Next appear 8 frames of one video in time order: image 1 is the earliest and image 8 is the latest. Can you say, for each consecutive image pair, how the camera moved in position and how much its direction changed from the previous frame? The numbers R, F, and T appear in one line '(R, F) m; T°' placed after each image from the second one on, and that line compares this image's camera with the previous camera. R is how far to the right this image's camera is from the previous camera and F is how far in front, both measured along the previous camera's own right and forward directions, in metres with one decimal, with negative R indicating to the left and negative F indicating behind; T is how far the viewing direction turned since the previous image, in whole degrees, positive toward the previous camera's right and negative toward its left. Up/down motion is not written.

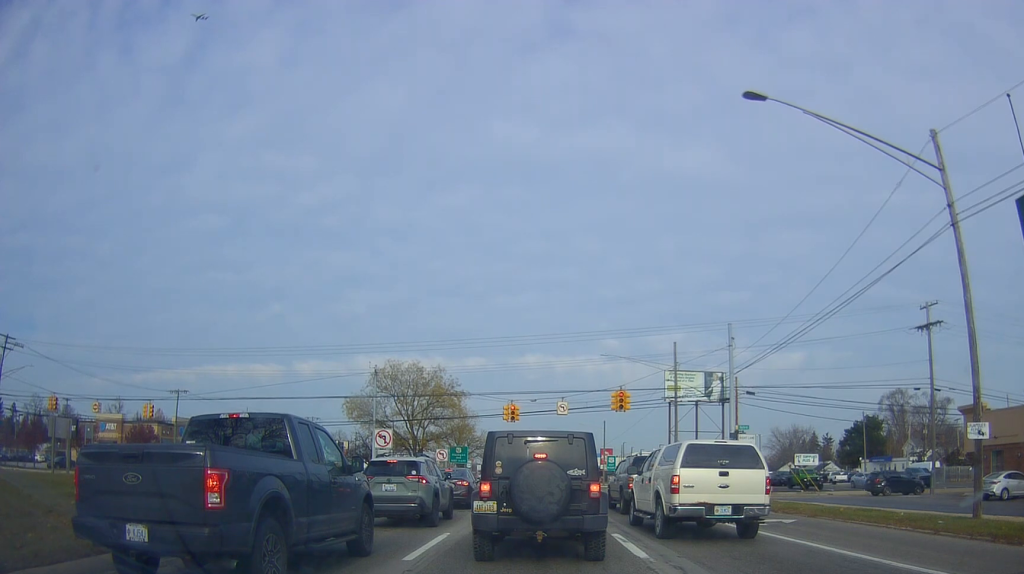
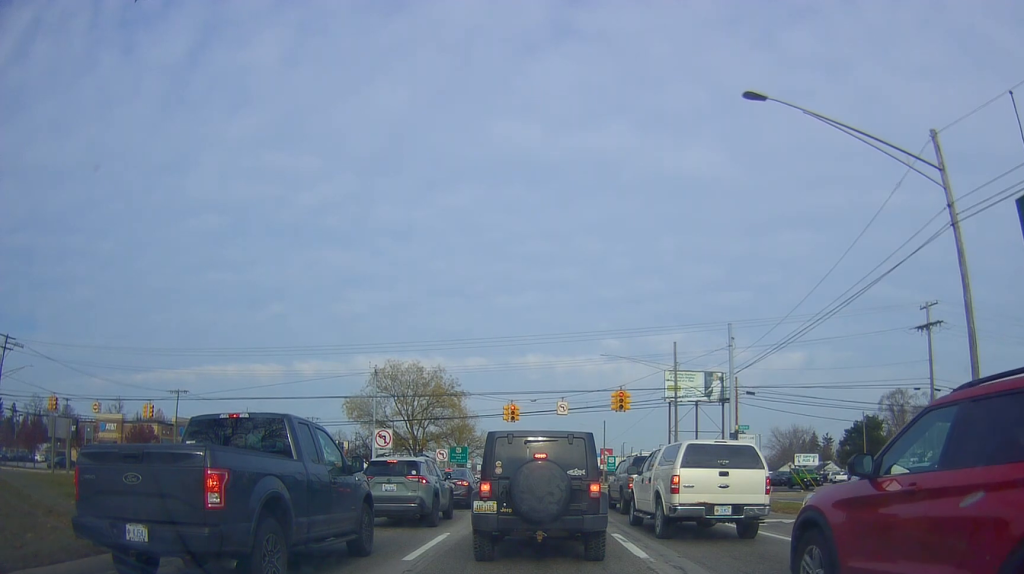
(0.0, 0.0) m; 0°
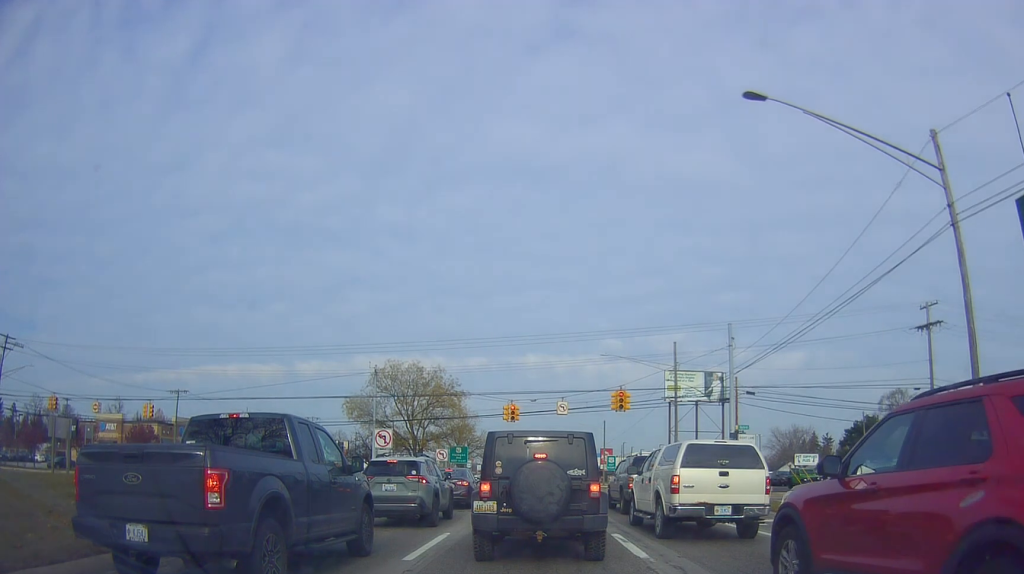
(0.0, 0.0) m; 0°
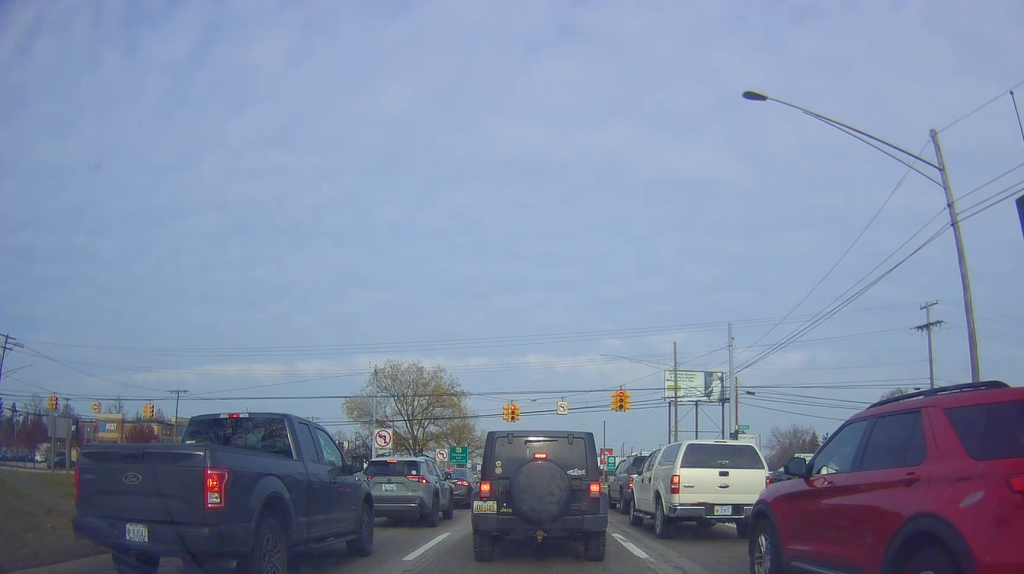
(0.0, 0.0) m; 0°
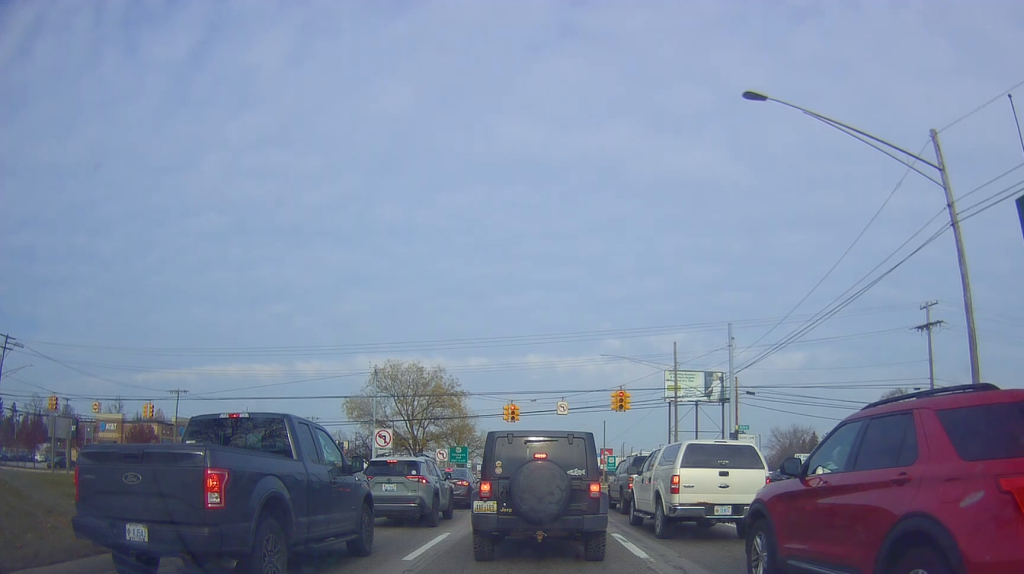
(0.0, 0.0) m; 0°
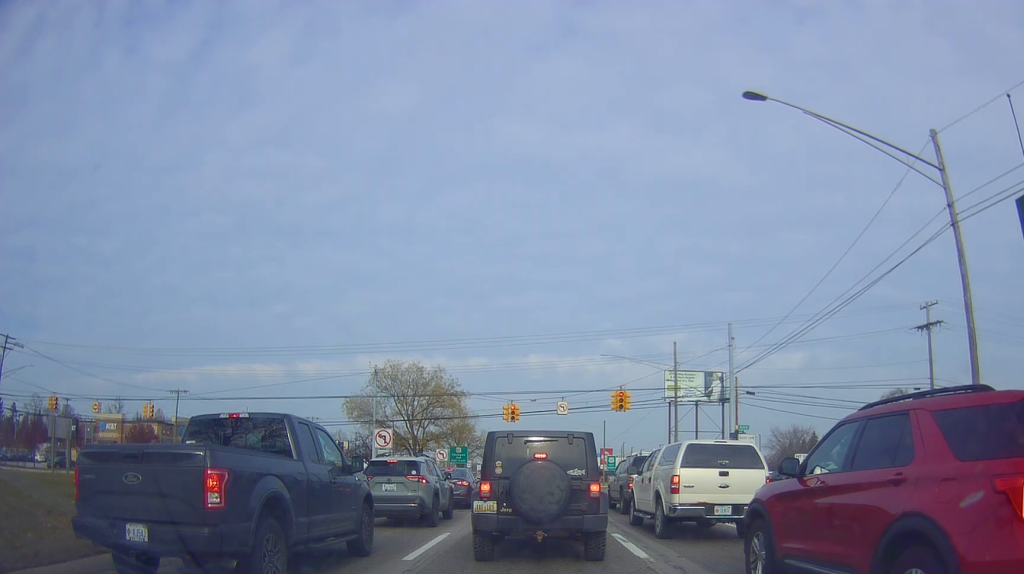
(0.0, 0.0) m; 0°
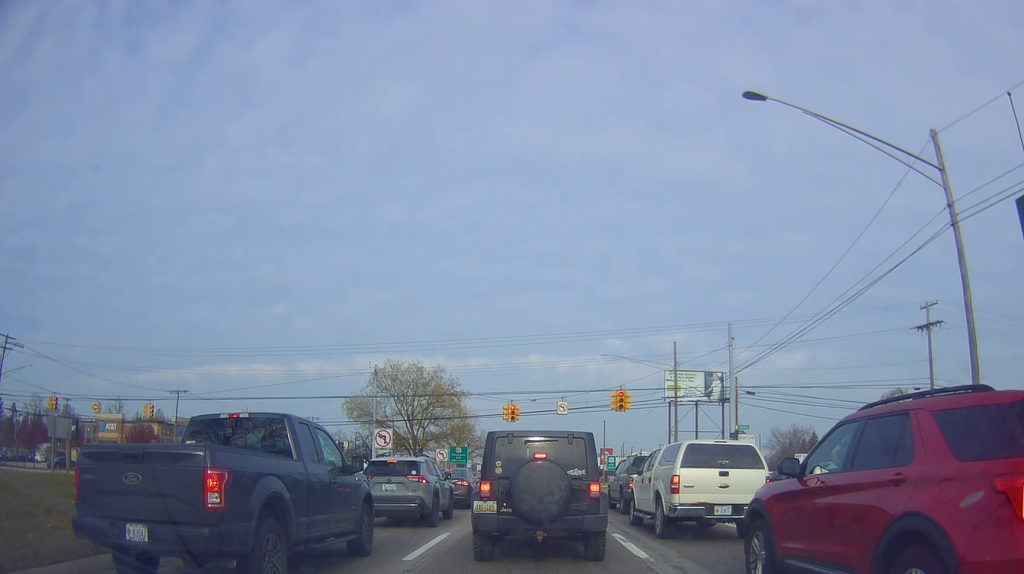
(0.0, 0.0) m; 0°
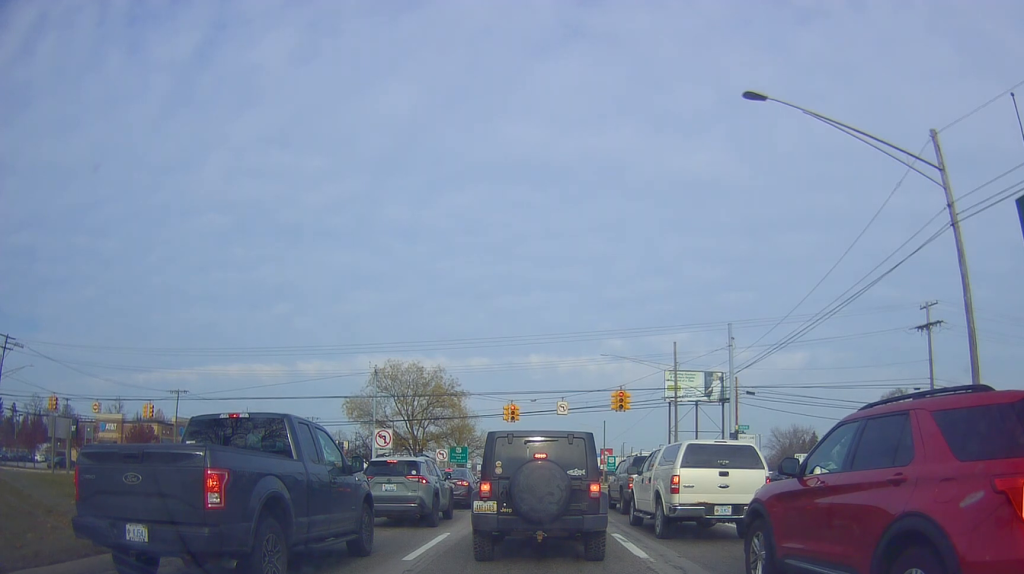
(0.0, 0.0) m; 0°
